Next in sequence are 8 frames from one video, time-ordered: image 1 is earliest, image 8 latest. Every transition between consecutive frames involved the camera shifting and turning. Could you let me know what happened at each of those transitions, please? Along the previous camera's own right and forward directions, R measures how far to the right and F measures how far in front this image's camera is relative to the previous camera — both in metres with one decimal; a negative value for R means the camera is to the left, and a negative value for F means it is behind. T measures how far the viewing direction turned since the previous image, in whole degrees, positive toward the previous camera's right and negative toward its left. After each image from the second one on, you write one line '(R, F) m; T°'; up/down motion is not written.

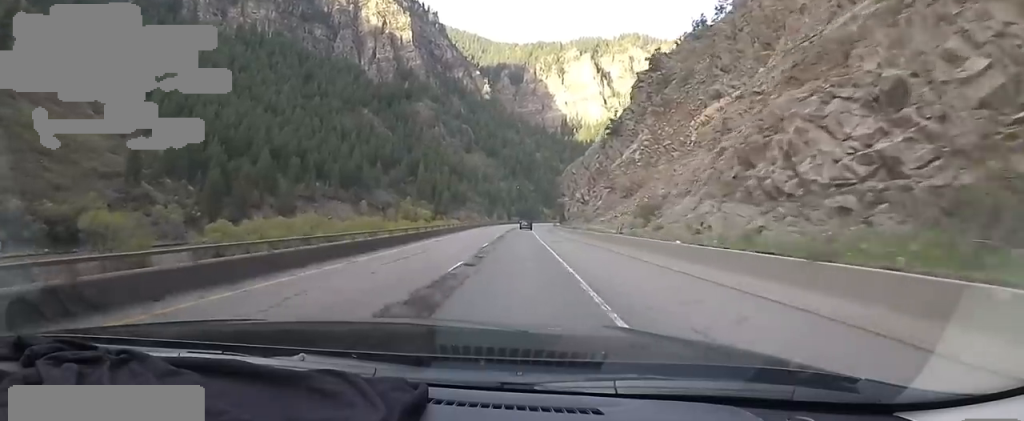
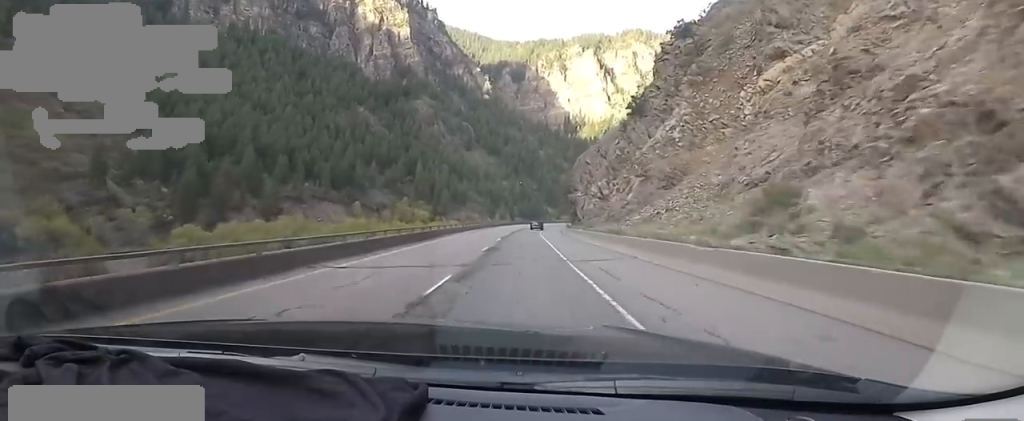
(0.0, +15.8) m; +1°
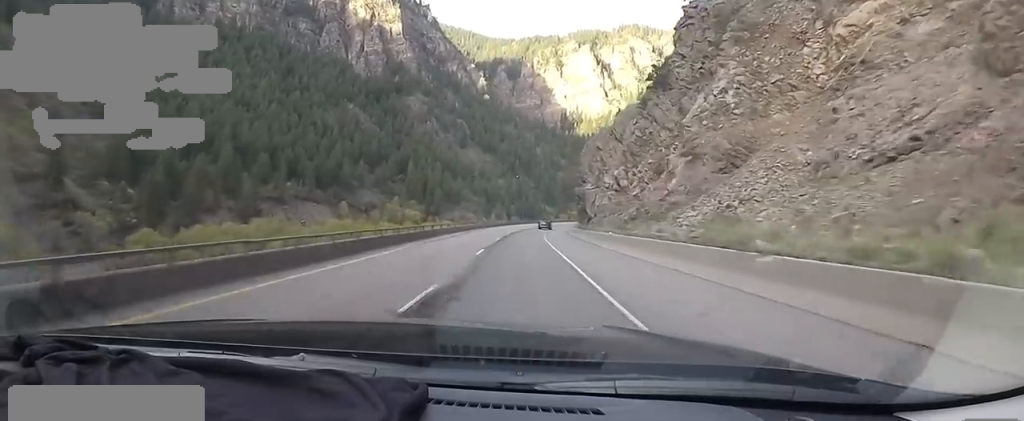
(+0.1, +14.1) m; +1°
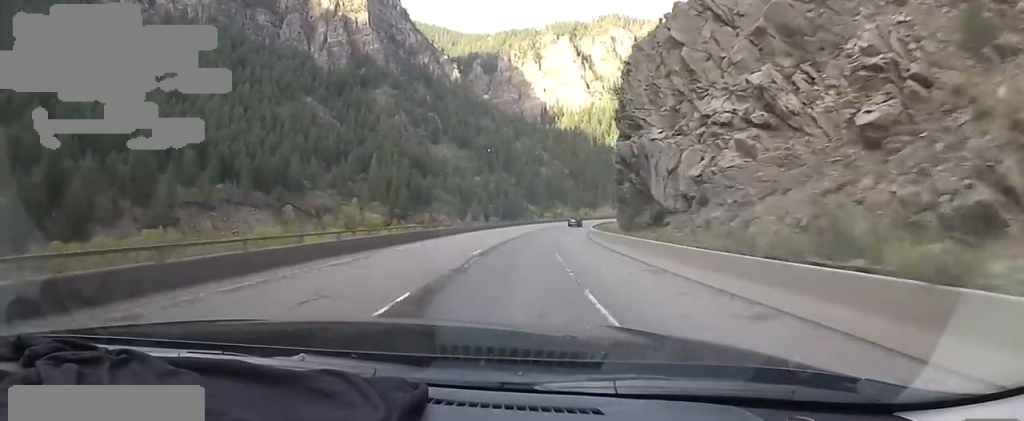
(+1.1, +37.9) m; +2°
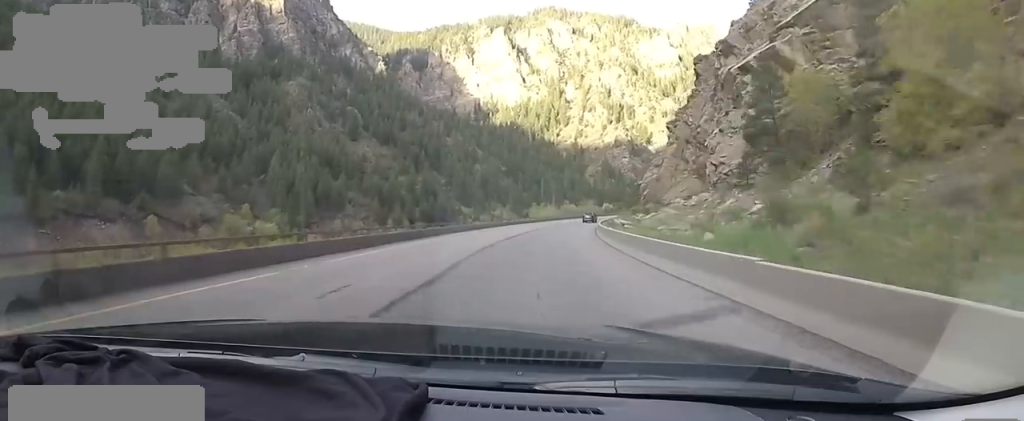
(+0.9, +43.5) m; +5°
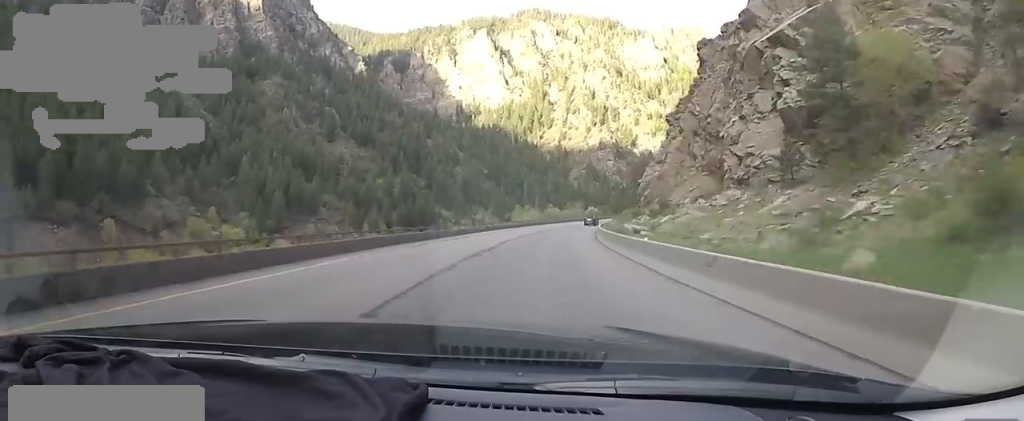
(-0.2, +10.1) m; +3°
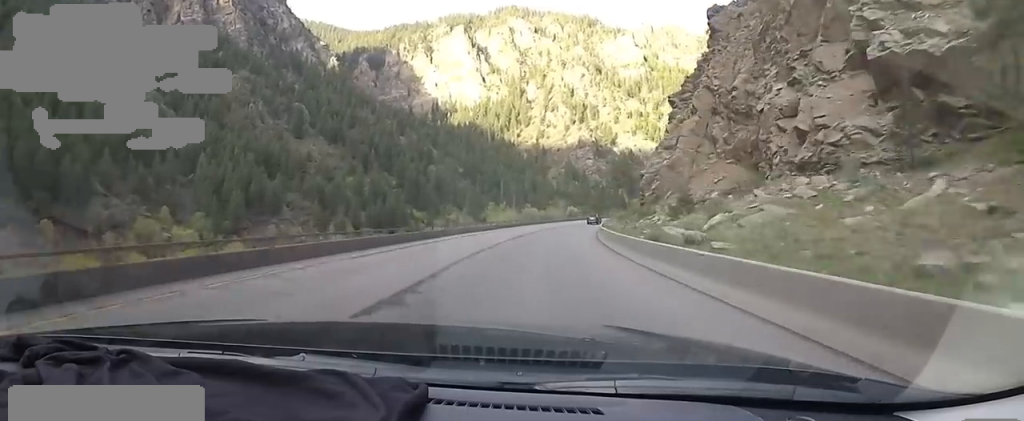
(+0.8, +13.4) m; +5°
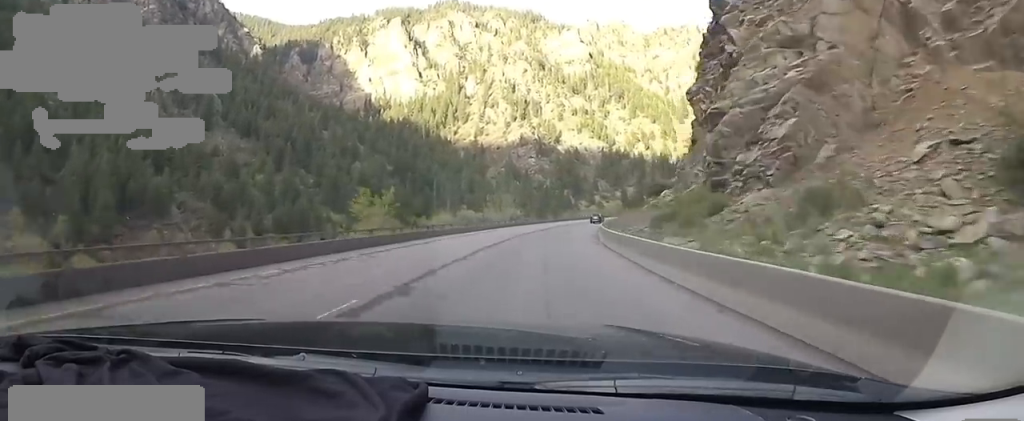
(+3.4, +33.4) m; +10°
